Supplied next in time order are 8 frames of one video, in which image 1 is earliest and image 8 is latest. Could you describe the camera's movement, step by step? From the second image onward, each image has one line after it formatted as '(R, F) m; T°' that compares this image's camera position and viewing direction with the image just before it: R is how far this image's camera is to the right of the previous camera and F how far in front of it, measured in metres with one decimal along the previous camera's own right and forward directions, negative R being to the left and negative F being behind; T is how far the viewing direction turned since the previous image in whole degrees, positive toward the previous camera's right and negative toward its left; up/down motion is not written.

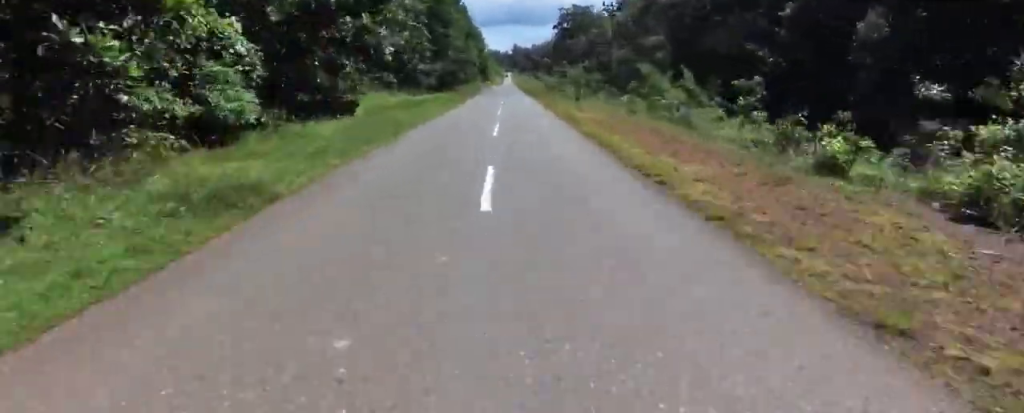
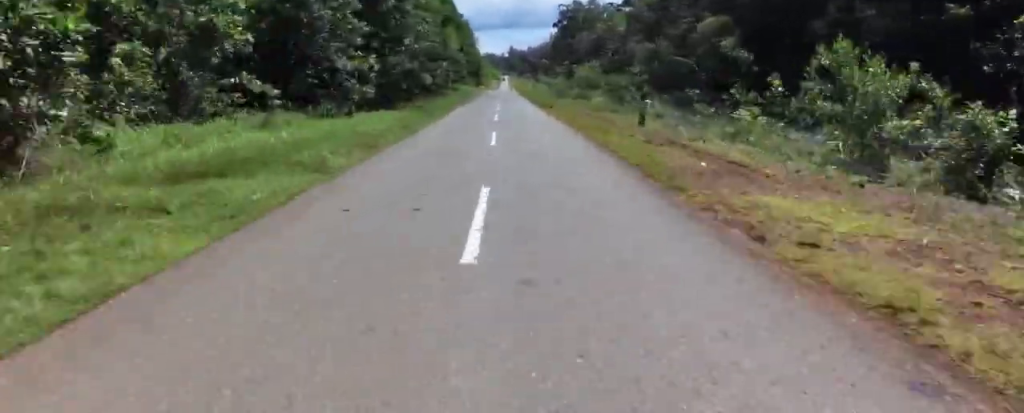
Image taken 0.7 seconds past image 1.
(+0.7, +17.4) m; +2°
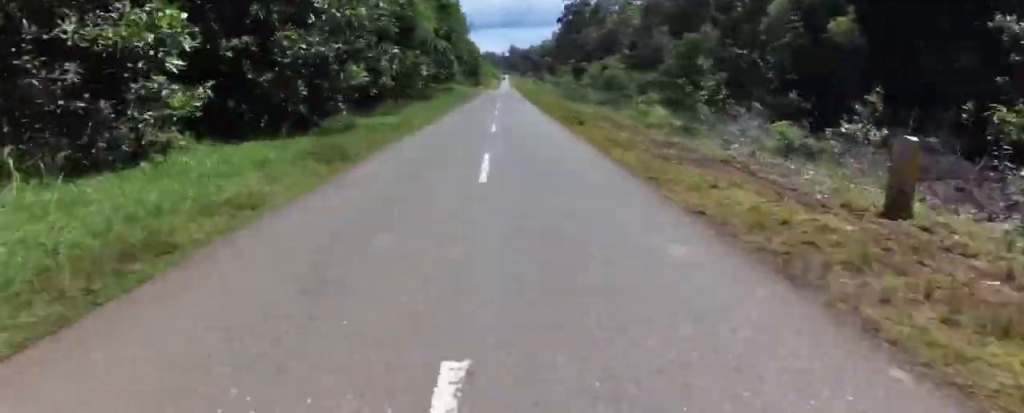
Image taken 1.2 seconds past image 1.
(+0.2, +13.1) m; 0°
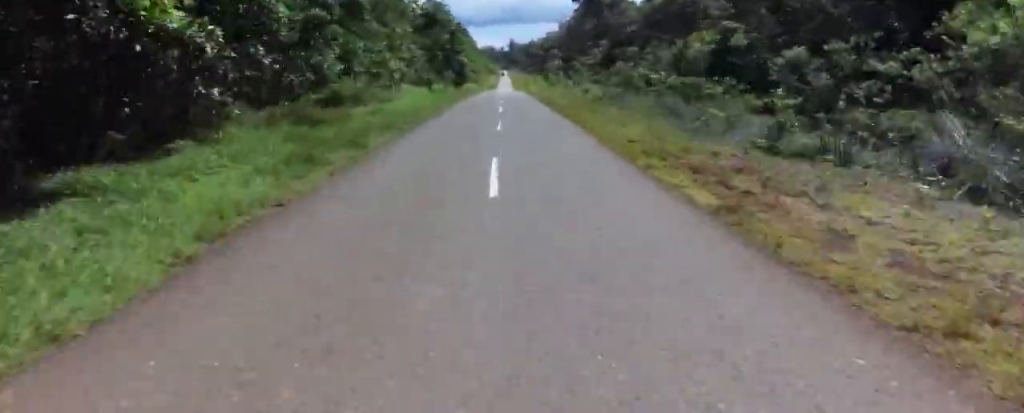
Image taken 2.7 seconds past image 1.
(-1.3, +40.4) m; -2°
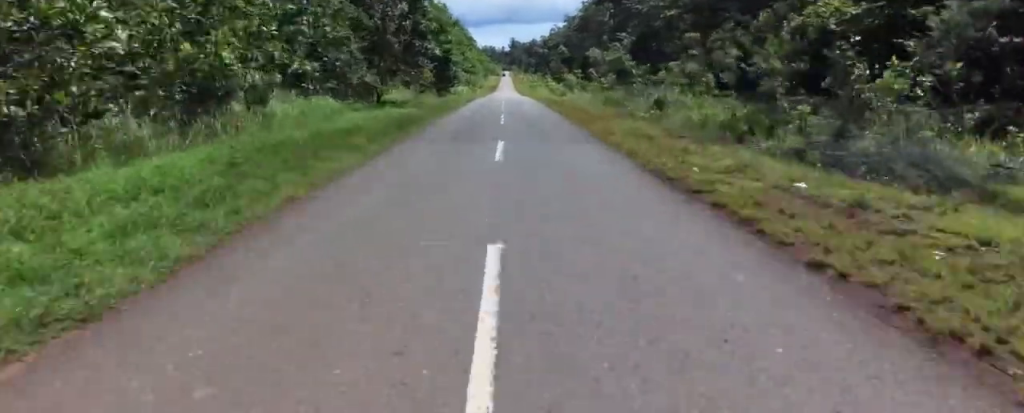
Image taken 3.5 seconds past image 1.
(+0.2, +21.0) m; +1°
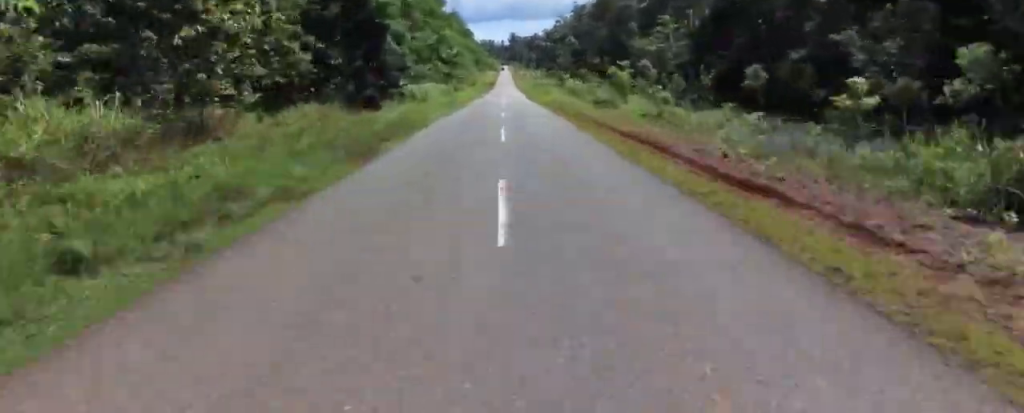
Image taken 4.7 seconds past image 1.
(+0.6, +29.3) m; +1°
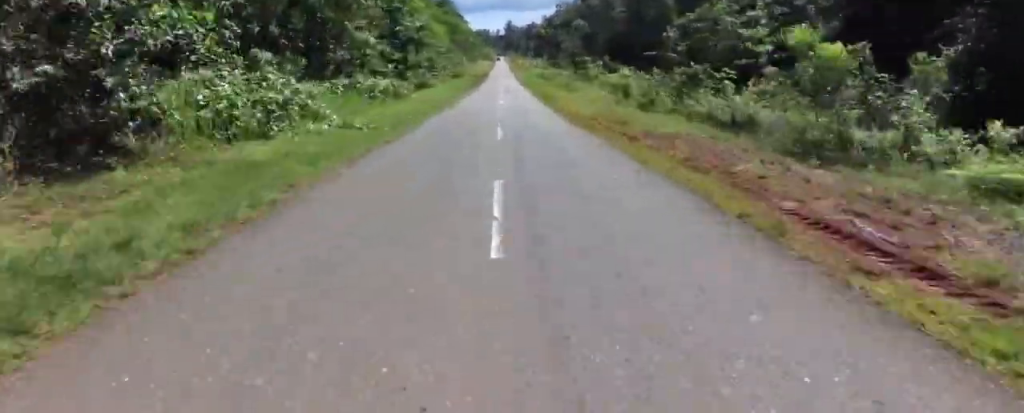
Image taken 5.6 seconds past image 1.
(0.0, +24.5) m; 0°
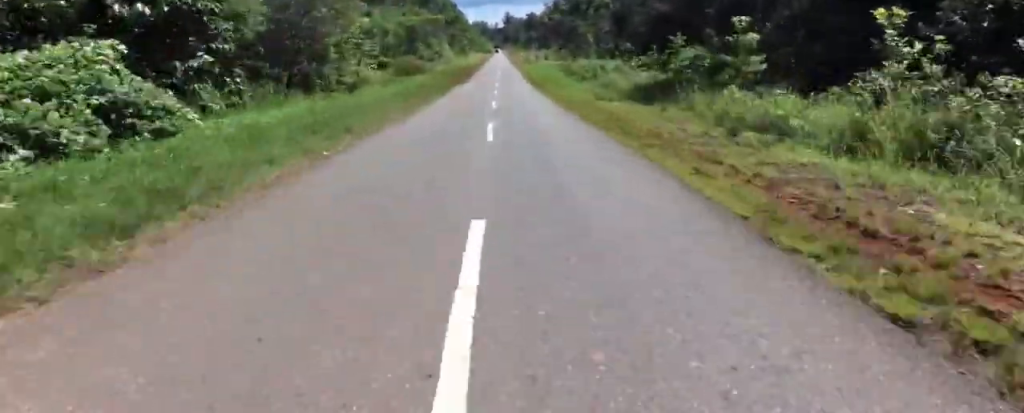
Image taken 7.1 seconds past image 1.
(0.0, +34.4) m; +2°
